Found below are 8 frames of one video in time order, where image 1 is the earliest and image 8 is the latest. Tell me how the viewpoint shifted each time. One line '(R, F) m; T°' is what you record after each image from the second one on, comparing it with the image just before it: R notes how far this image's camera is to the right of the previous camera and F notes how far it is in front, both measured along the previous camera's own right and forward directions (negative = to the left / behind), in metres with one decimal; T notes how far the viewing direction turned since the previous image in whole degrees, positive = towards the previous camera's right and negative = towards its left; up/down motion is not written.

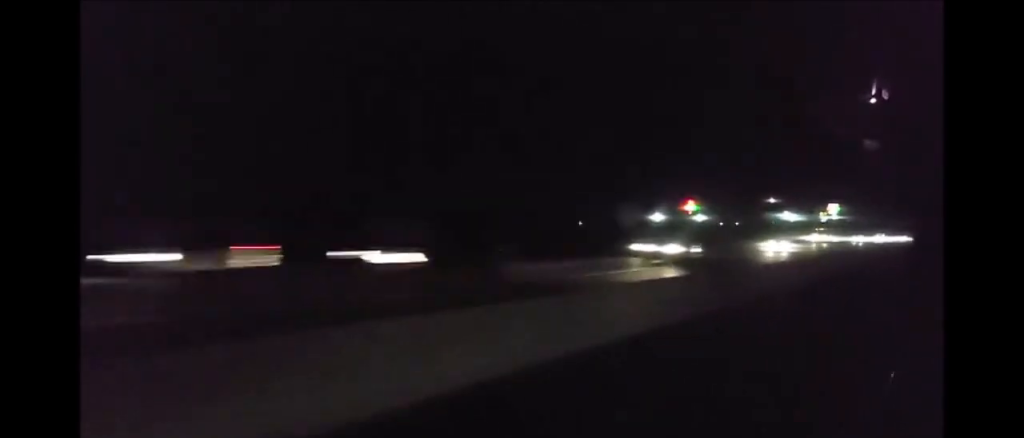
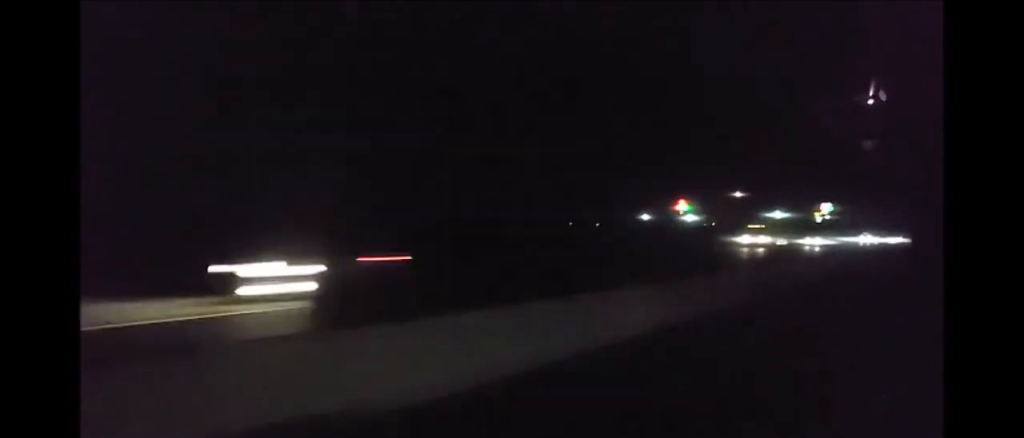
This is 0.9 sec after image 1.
(+0.2, +28.6) m; 0°
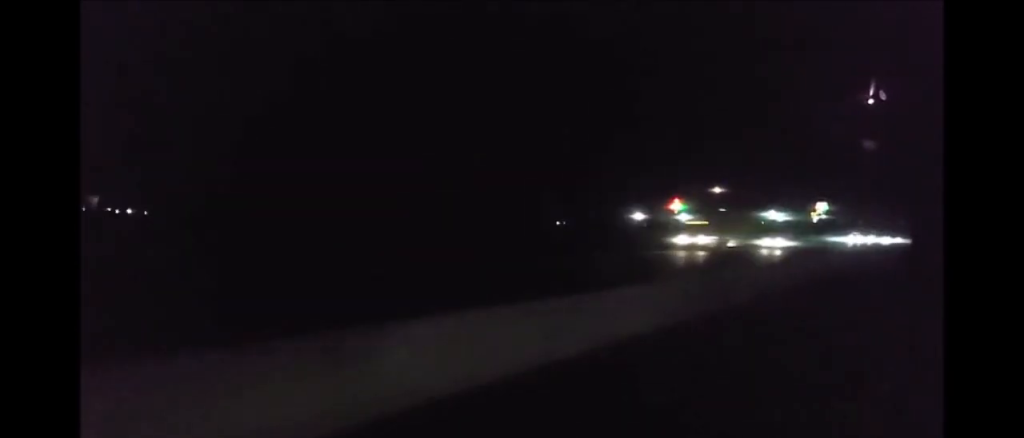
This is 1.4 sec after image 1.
(0.0, +14.8) m; 0°
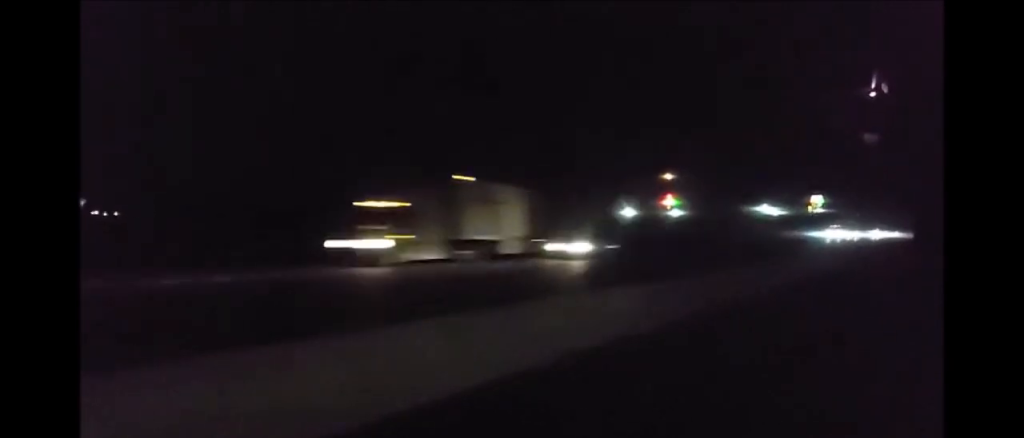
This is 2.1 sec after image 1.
(-0.1, +24.3) m; 0°
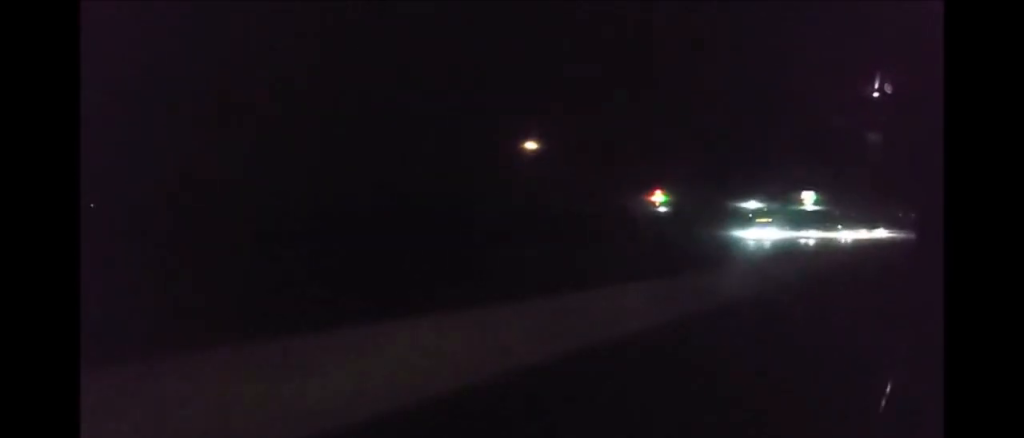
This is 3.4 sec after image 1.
(+0.2, +41.0) m; +1°
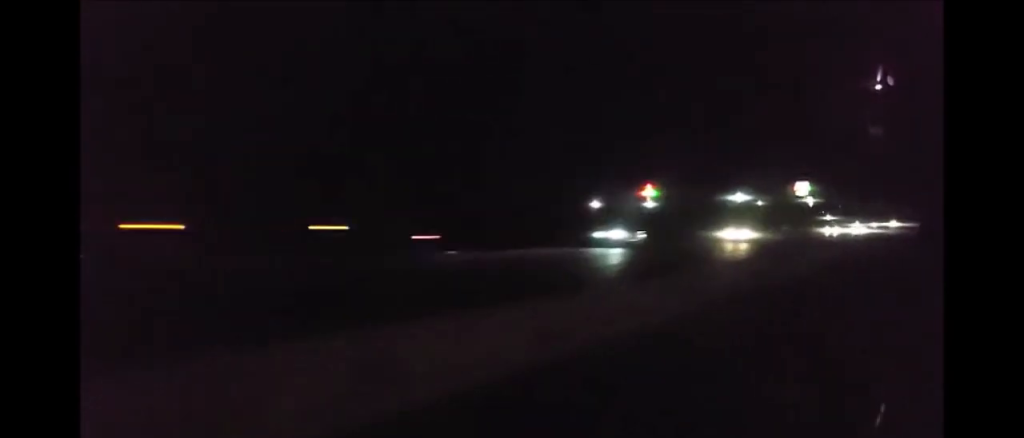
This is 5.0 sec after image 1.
(+0.1, +49.3) m; 0°
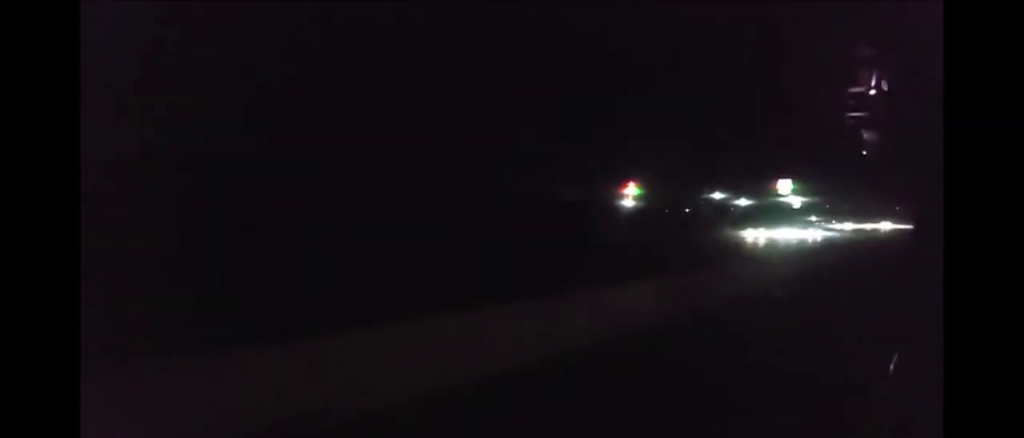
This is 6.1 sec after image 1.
(+0.3, +34.8) m; +1°
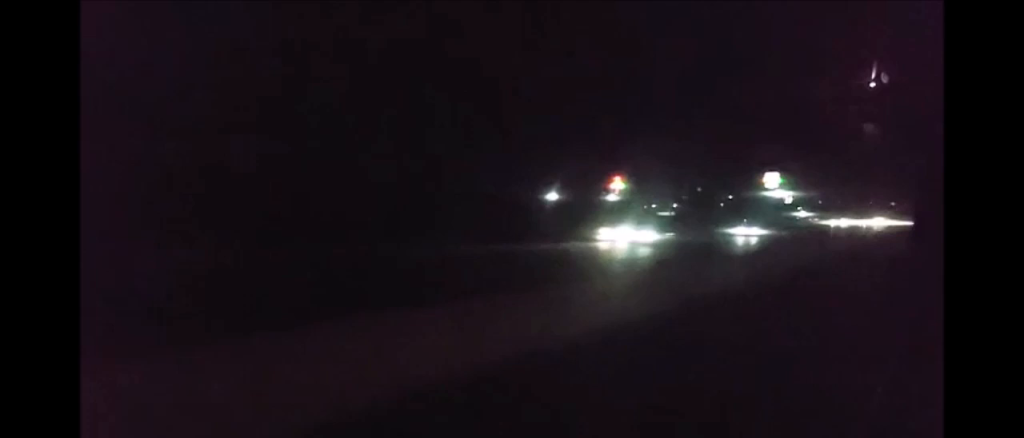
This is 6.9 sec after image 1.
(+0.5, +25.3) m; 0°
